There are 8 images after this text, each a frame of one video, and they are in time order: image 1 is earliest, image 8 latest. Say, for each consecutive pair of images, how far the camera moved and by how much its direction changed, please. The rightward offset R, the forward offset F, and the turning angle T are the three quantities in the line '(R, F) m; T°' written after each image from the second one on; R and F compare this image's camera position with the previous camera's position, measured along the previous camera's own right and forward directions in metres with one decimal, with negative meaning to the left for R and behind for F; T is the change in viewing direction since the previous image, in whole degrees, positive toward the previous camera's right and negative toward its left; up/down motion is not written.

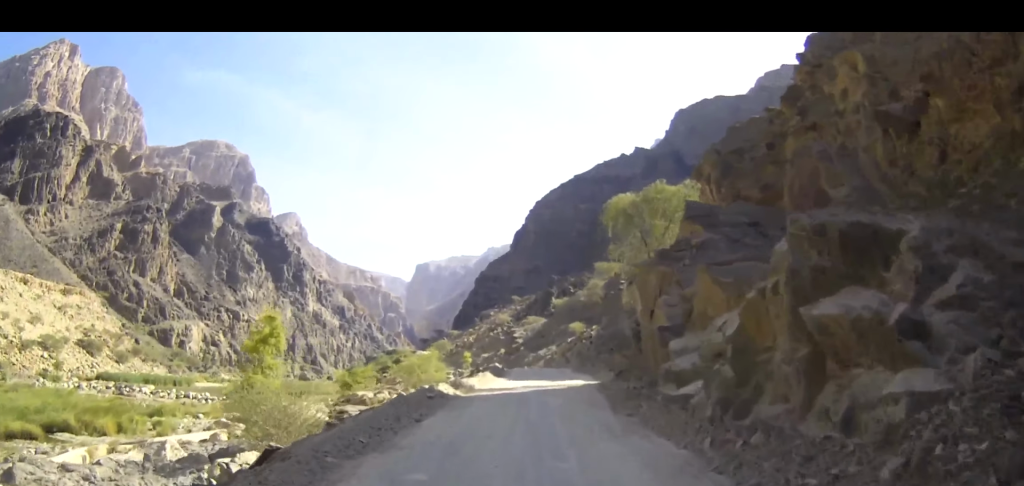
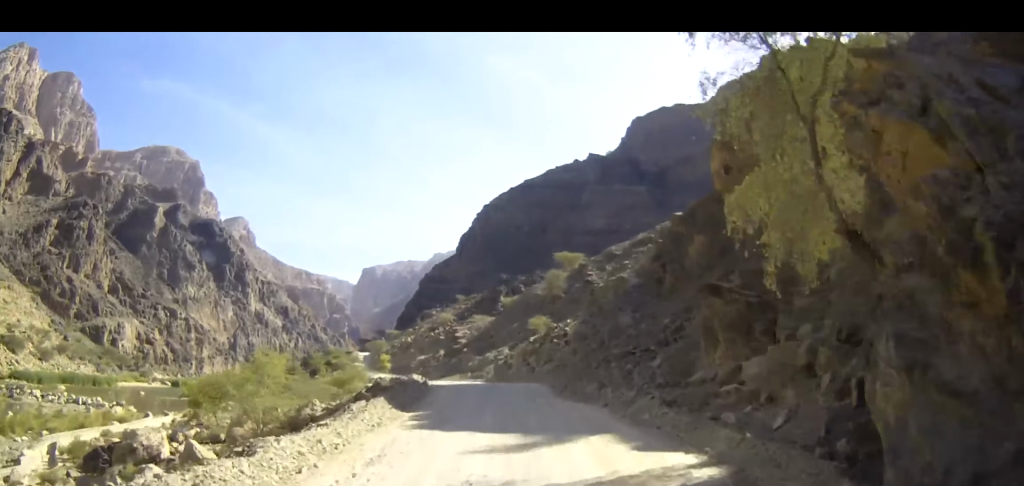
(+1.0, +22.0) m; +4°
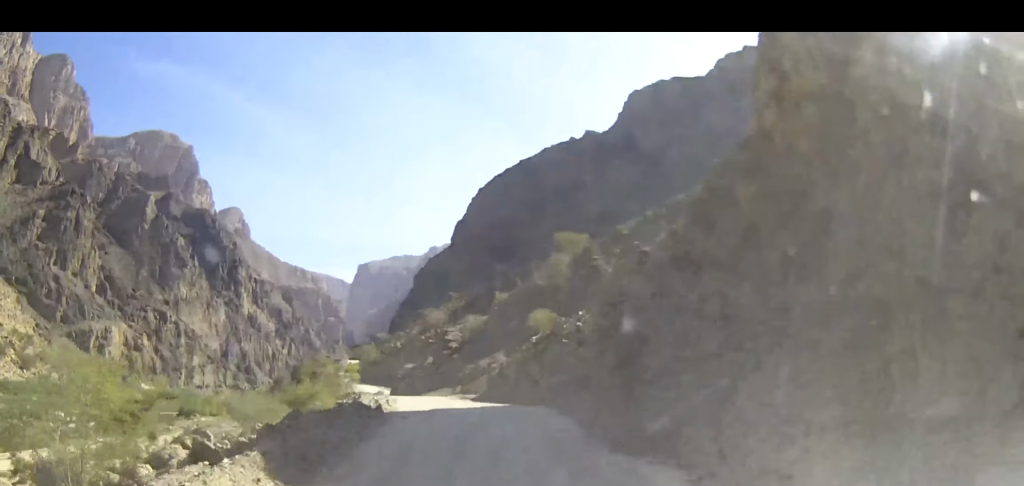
(+0.1, +10.3) m; +1°
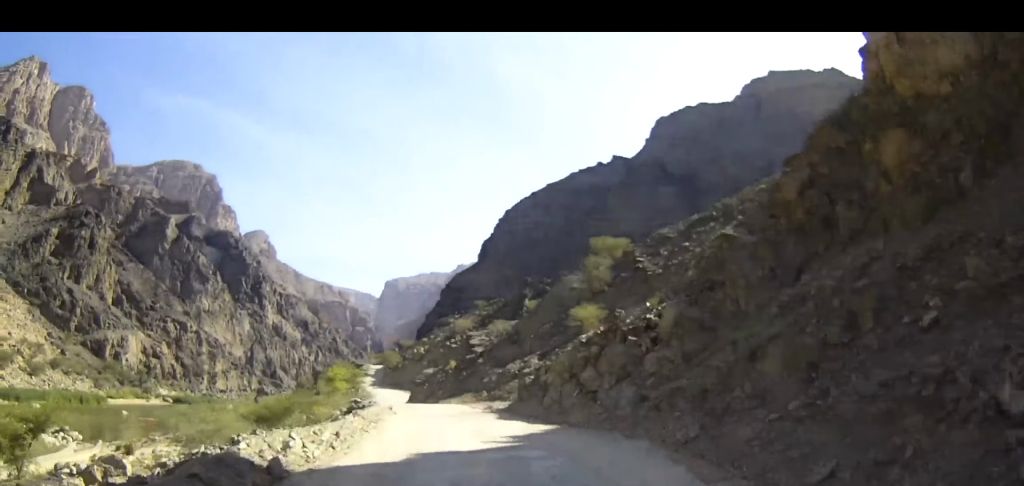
(0.0, +10.9) m; 0°
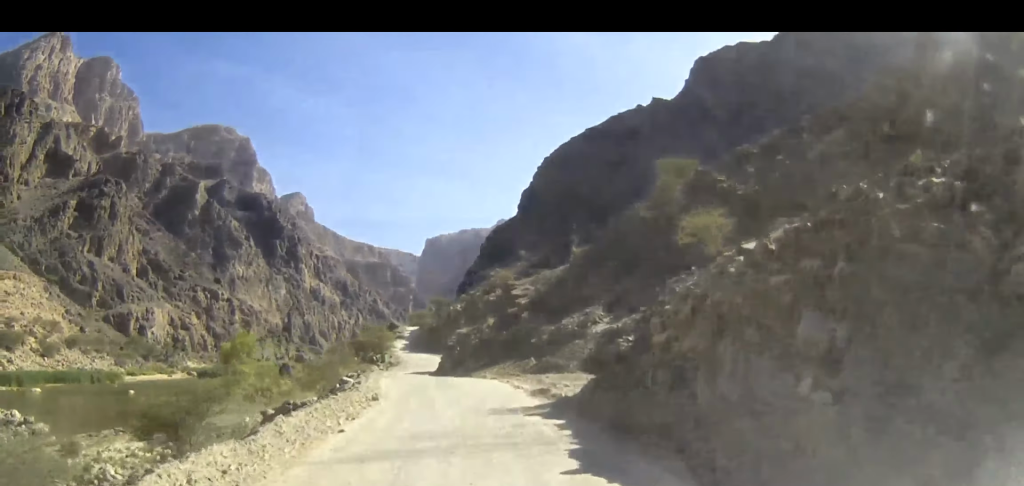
(-0.2, +16.3) m; -3°
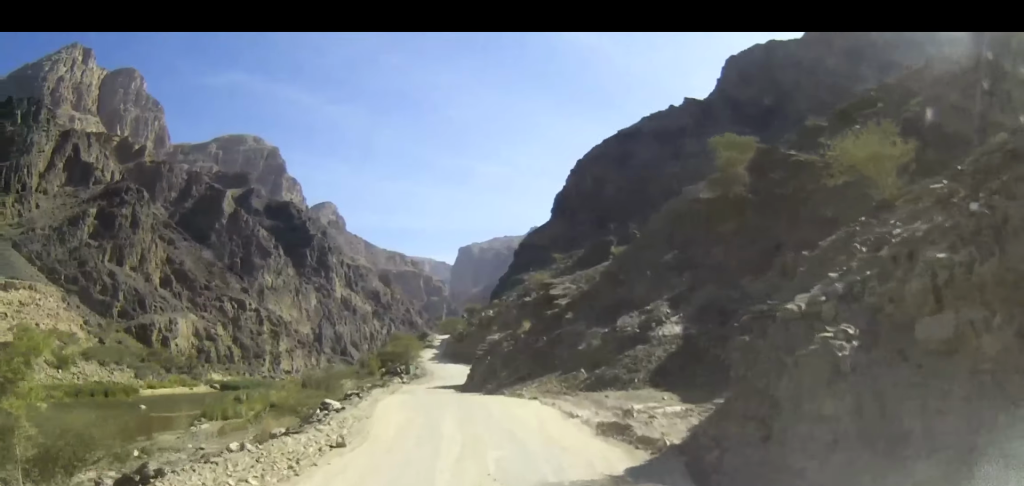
(-0.3, +9.5) m; -3°
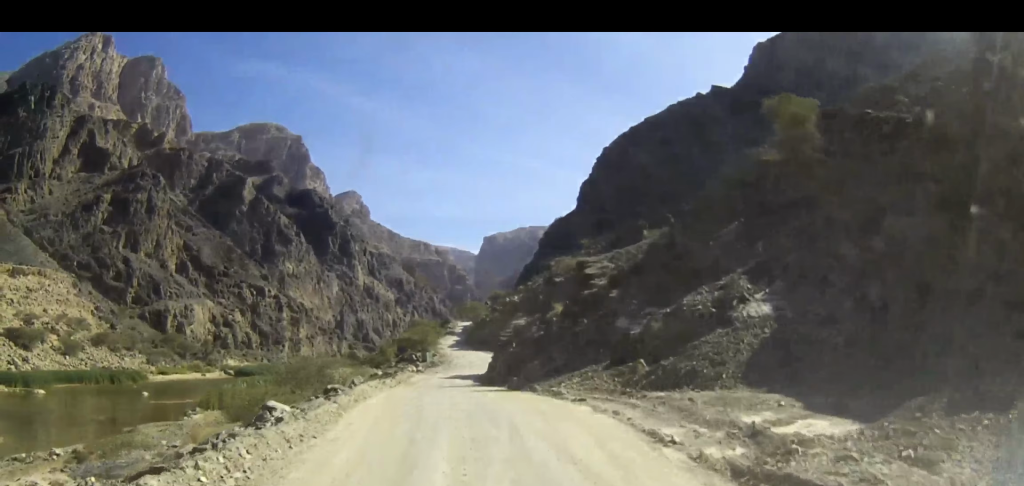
(-0.2, +9.2) m; -3°
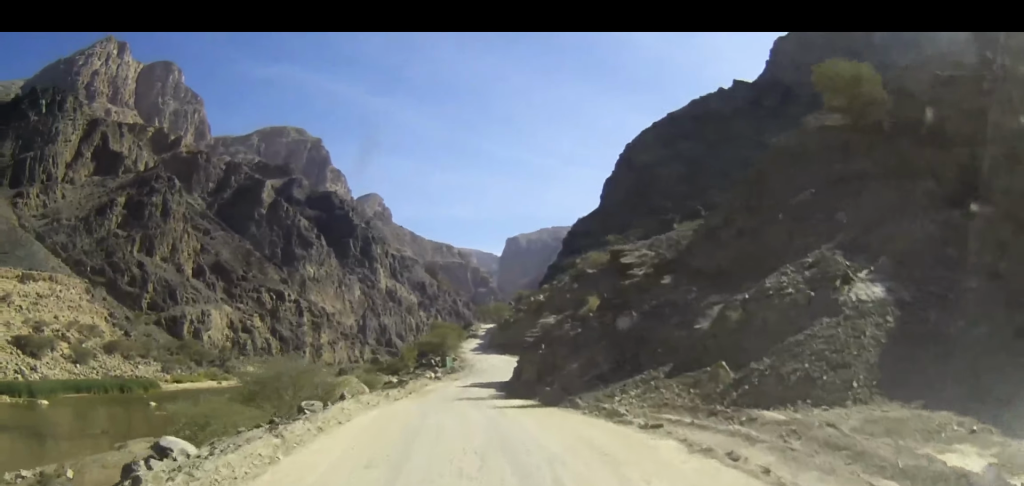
(0.0, +7.1) m; -3°
